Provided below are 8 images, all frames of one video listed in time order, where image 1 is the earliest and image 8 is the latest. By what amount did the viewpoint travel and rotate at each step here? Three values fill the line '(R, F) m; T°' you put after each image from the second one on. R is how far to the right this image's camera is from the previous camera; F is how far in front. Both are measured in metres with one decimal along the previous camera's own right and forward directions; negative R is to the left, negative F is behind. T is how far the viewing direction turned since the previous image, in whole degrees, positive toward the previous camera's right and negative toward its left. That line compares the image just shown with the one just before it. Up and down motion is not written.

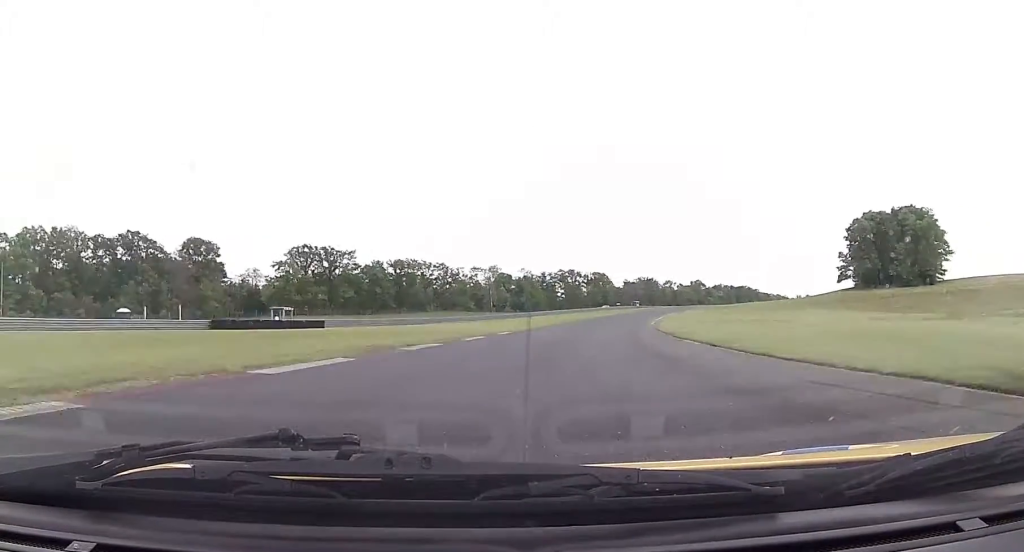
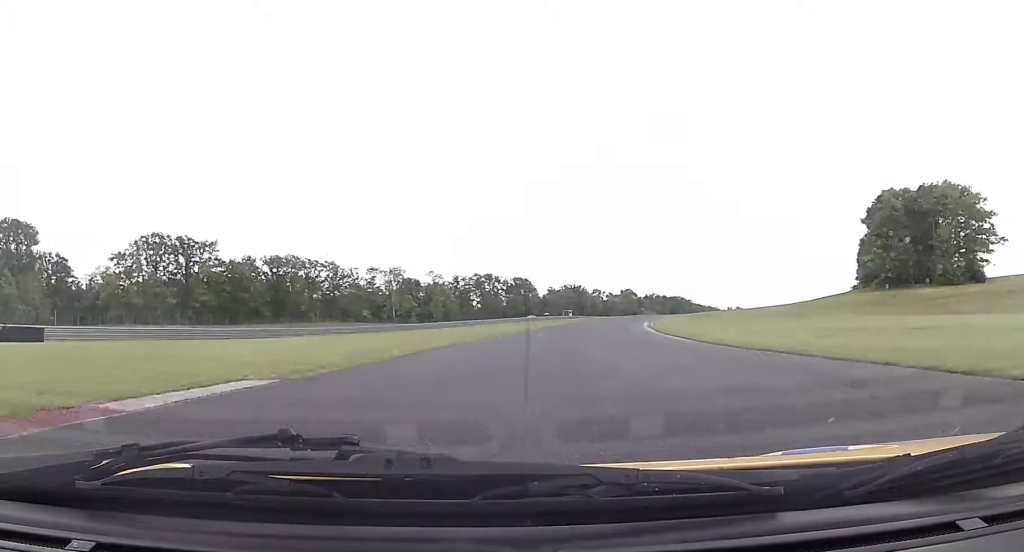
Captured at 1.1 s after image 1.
(+4.3, +41.6) m; +9°
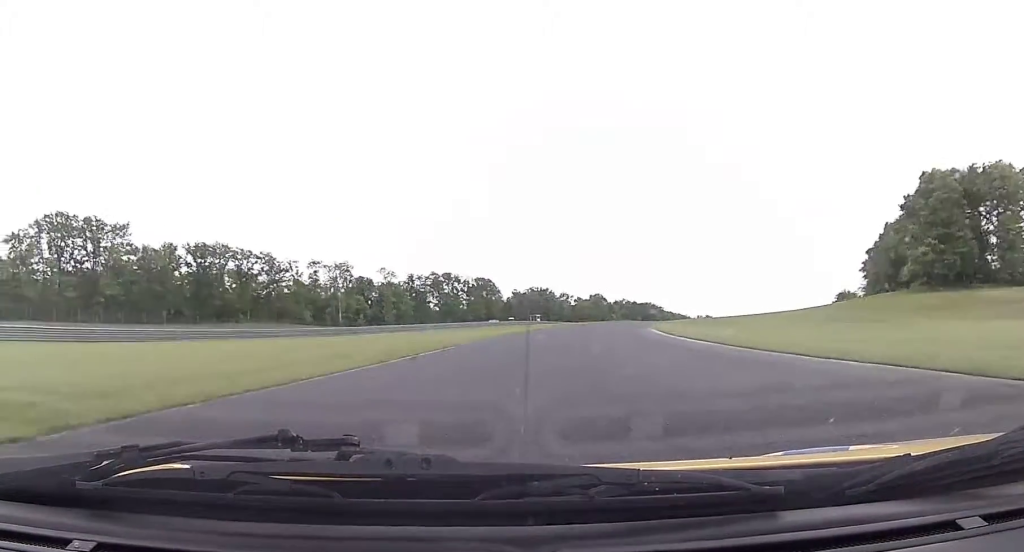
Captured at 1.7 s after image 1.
(+1.1, +23.9) m; +3°
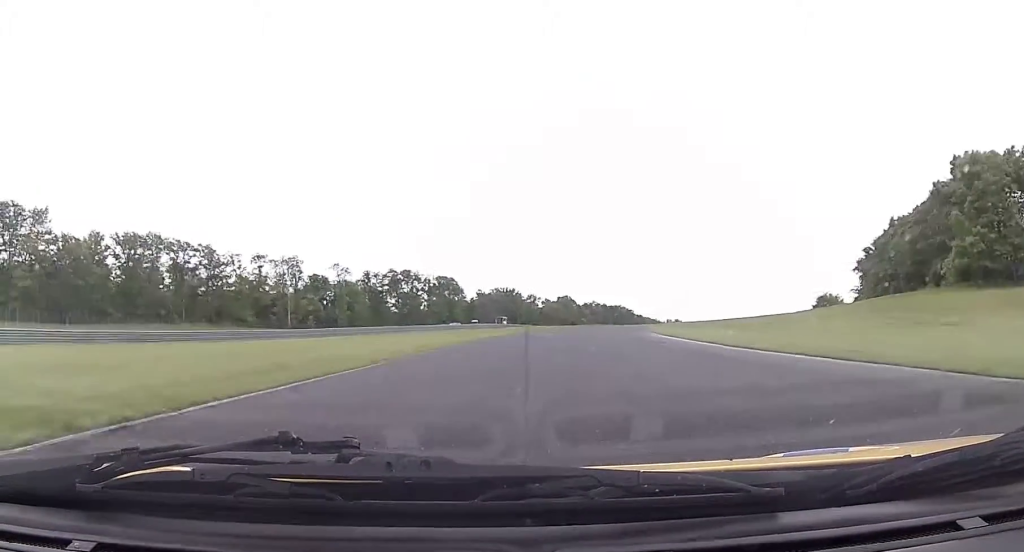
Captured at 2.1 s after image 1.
(0.0, +16.0) m; +2°
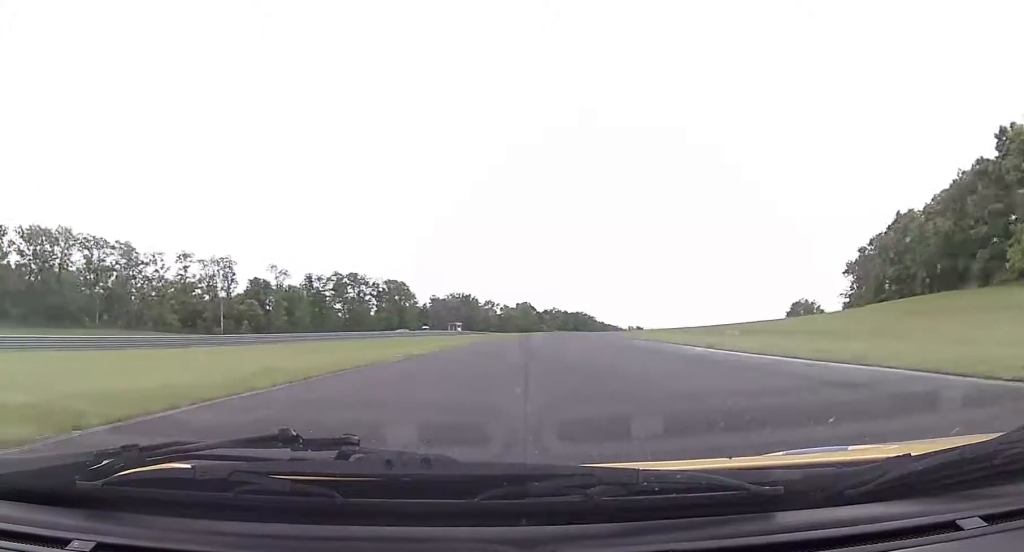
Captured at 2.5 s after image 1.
(+0.6, +17.8) m; +2°
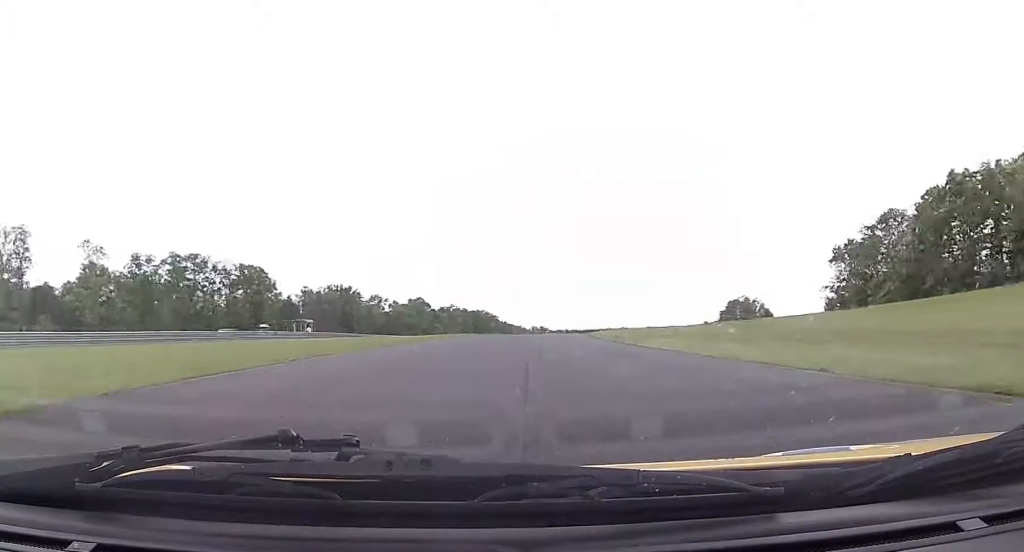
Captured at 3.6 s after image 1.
(+2.2, +43.1) m; +7°
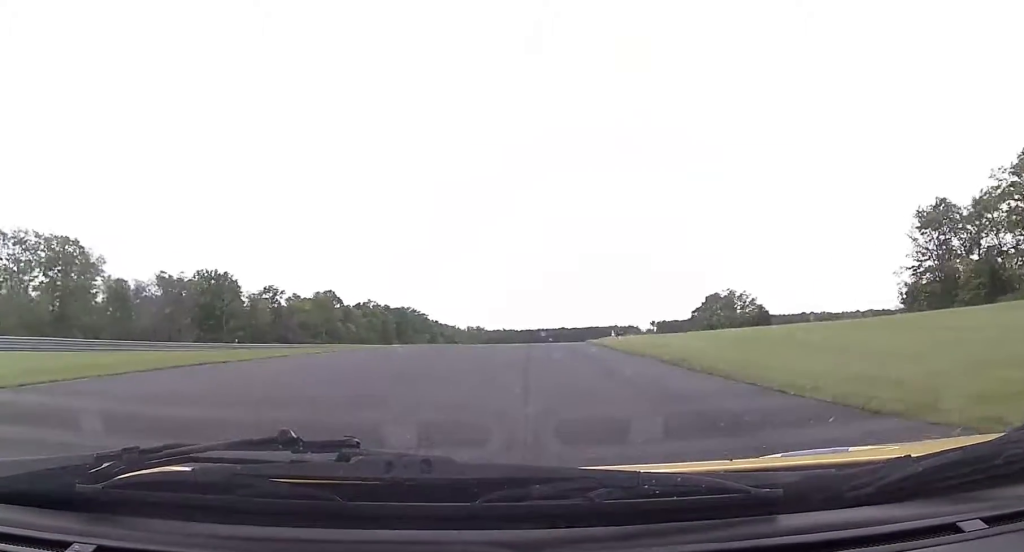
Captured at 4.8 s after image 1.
(+3.6, +51.3) m; +7°
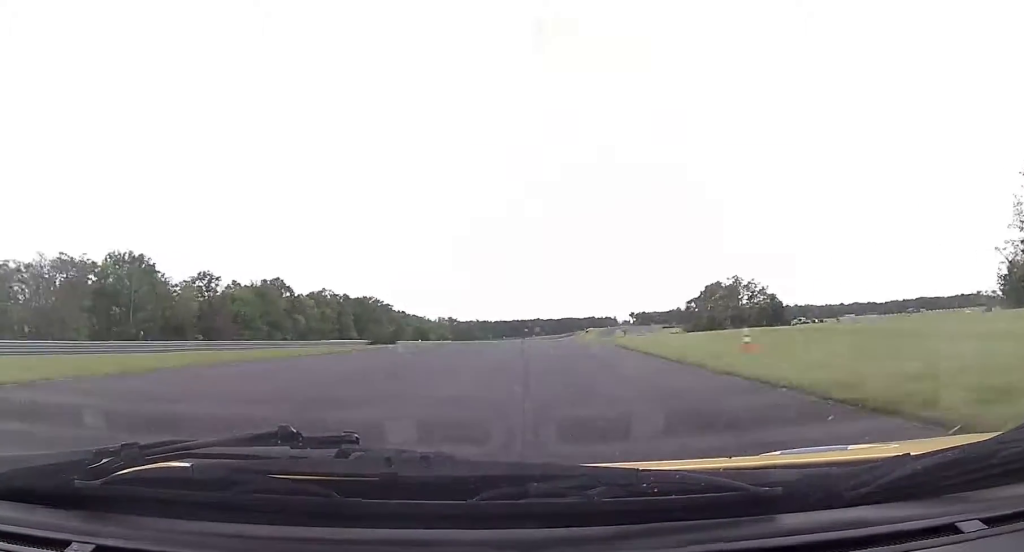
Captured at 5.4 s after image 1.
(+0.9, +28.8) m; +3°
